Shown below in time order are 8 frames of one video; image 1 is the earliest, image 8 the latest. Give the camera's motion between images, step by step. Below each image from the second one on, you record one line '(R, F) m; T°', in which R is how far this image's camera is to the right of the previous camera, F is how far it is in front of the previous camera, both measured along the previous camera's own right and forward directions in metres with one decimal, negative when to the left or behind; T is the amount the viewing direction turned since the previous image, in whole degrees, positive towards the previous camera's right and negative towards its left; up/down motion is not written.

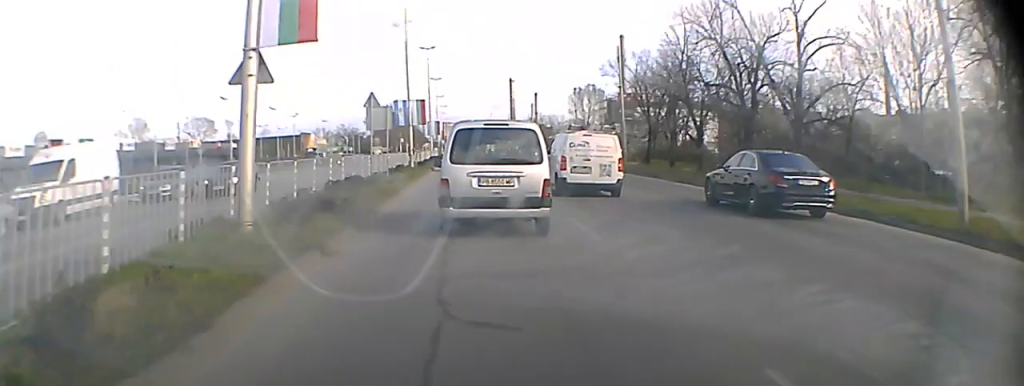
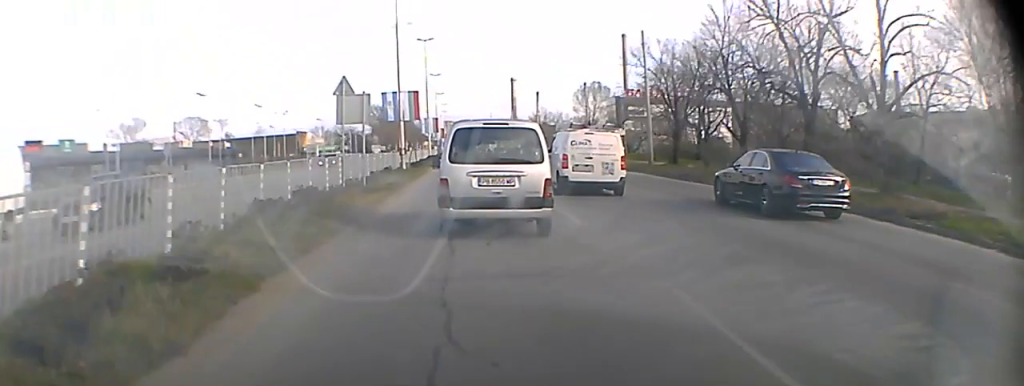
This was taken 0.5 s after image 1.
(0.0, +7.2) m; 0°
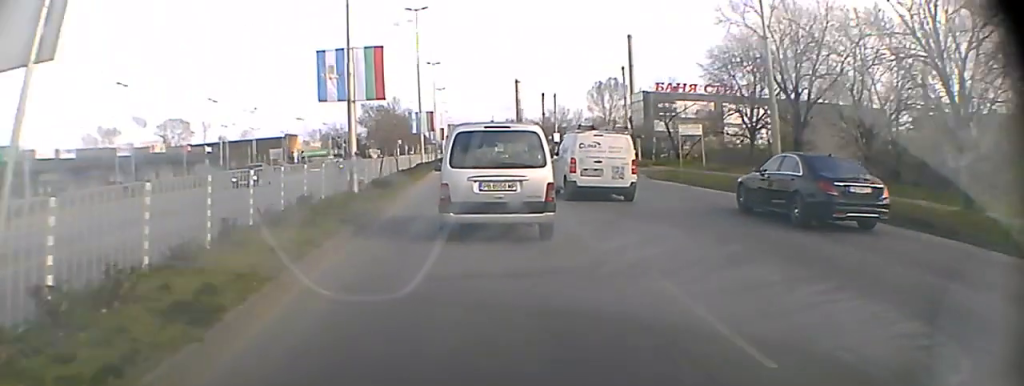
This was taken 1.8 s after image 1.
(-0.1, +18.5) m; 0°
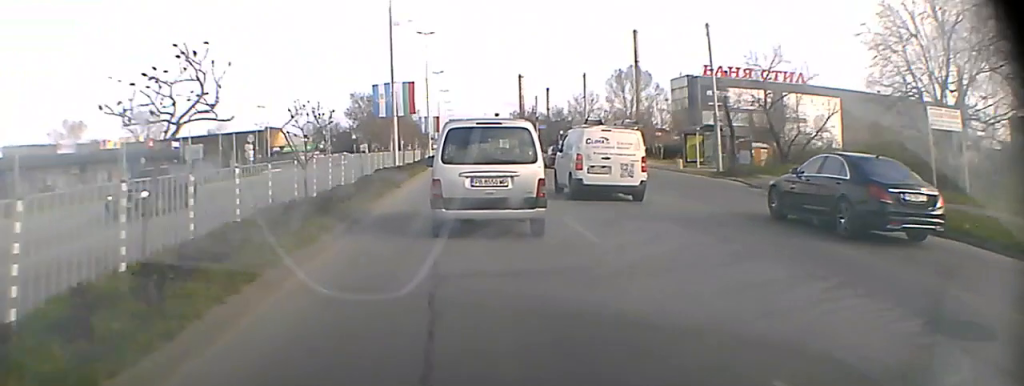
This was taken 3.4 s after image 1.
(0.0, +22.5) m; 0°
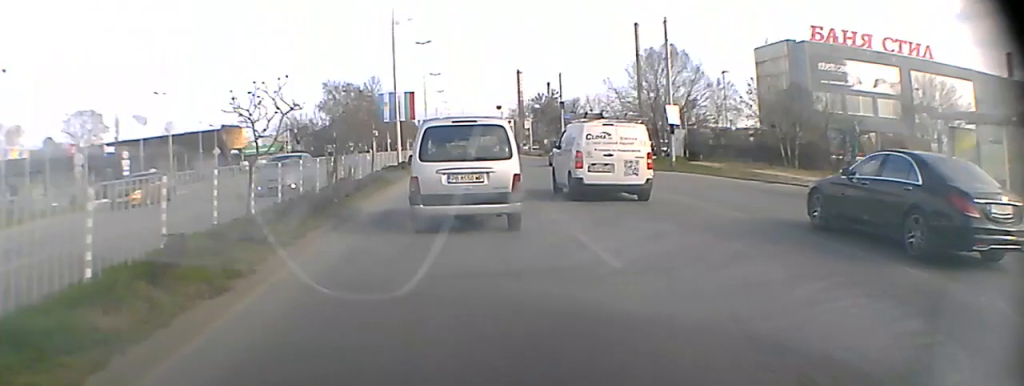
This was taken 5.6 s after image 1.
(0.0, +30.6) m; 0°
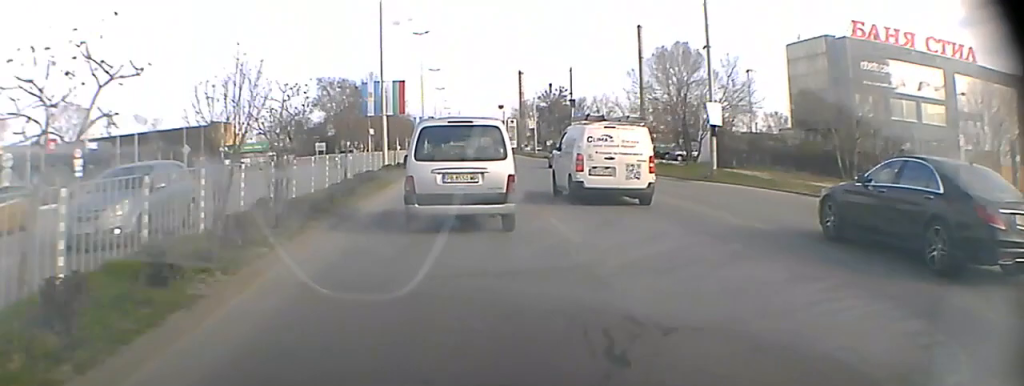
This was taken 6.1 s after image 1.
(0.0, +7.0) m; 0°
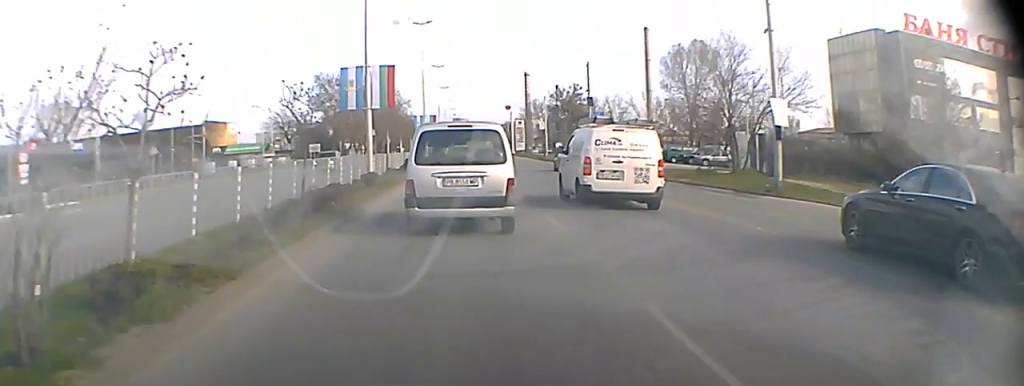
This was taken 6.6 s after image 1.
(0.0, +7.0) m; 0°
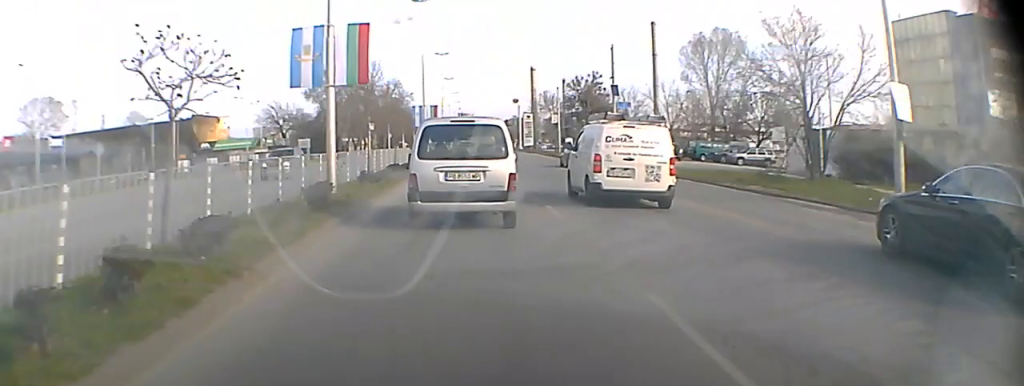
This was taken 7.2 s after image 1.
(0.0, +8.3) m; 0°
